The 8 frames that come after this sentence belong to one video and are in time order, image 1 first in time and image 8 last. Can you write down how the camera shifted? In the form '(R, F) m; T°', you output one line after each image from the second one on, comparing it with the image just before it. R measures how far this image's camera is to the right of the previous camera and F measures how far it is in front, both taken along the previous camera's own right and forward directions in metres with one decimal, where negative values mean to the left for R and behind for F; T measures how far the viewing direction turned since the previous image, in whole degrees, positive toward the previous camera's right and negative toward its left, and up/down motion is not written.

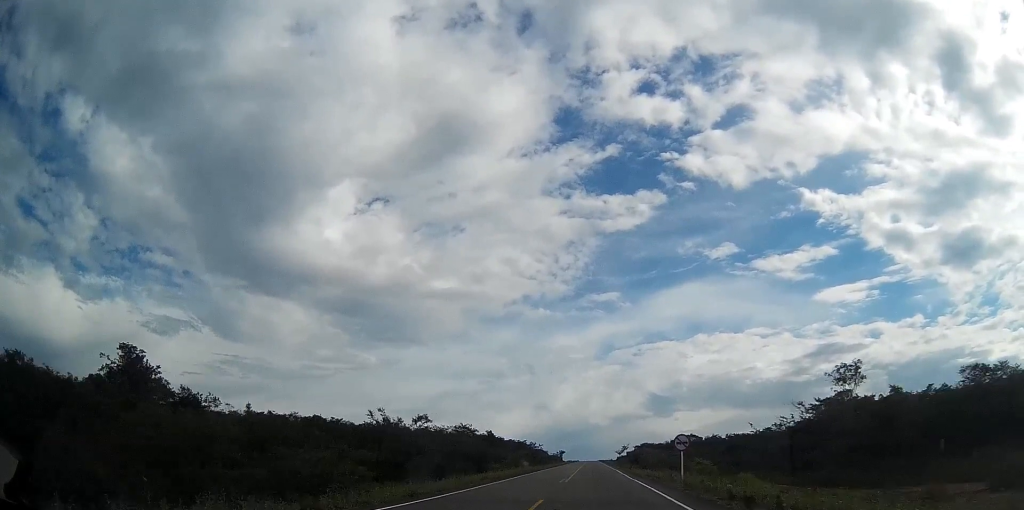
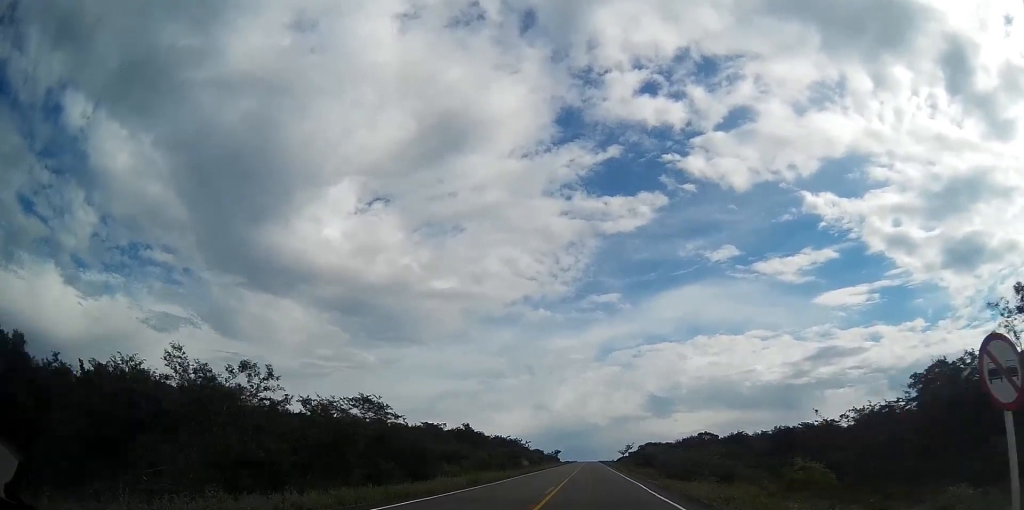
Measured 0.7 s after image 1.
(-0.1, +23.9) m; 0°
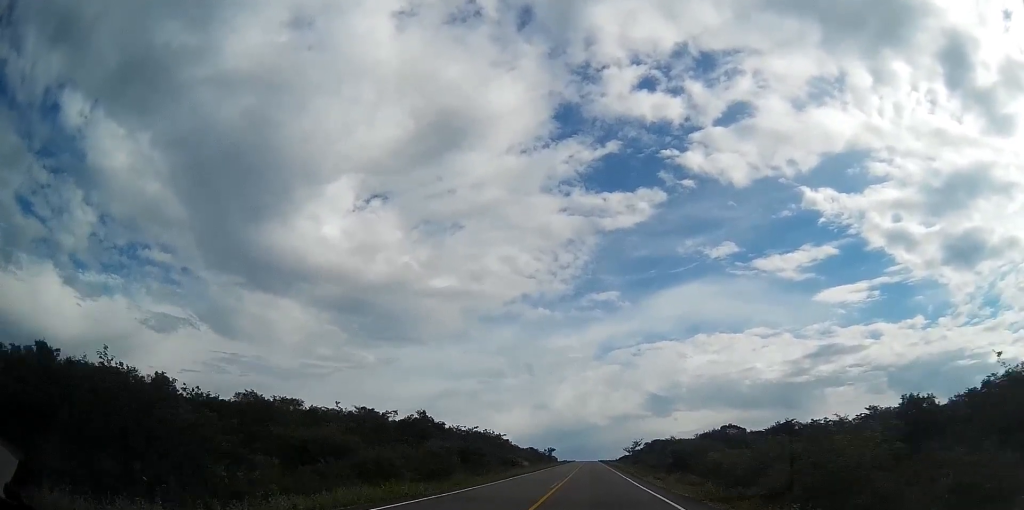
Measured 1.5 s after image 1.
(+0.2, +27.9) m; 0°
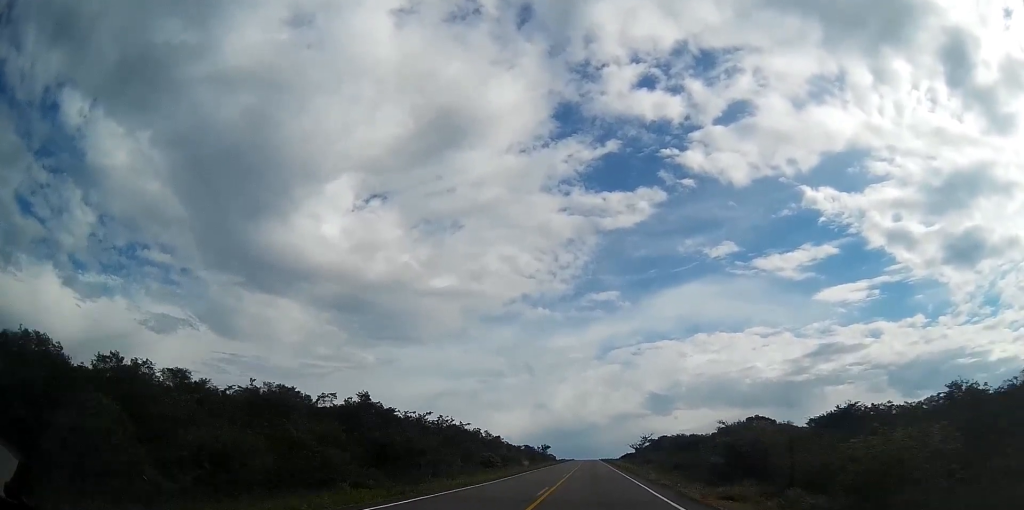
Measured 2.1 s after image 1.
(-0.1, +20.8) m; 0°
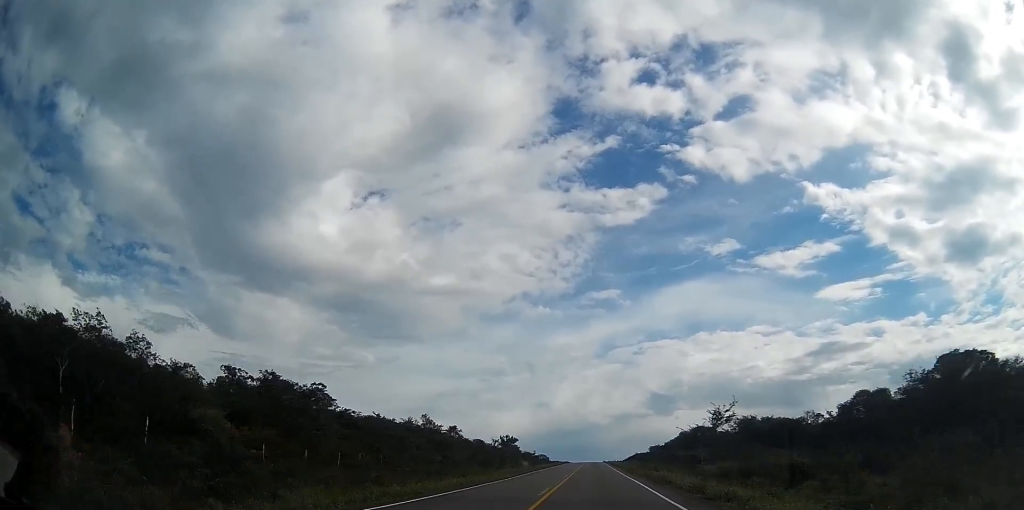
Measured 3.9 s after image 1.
(+0.1, +63.3) m; 0°
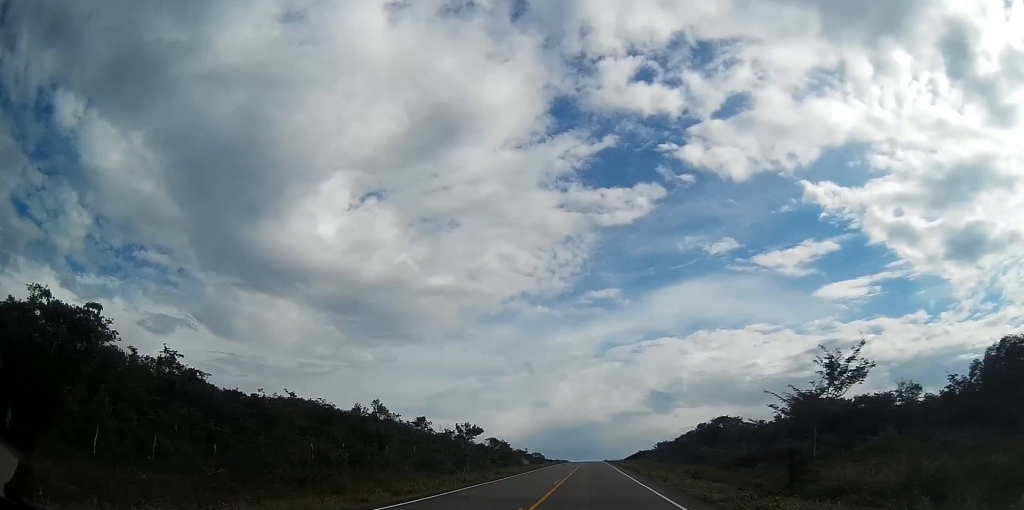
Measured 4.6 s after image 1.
(+0.3, +24.6) m; 0°
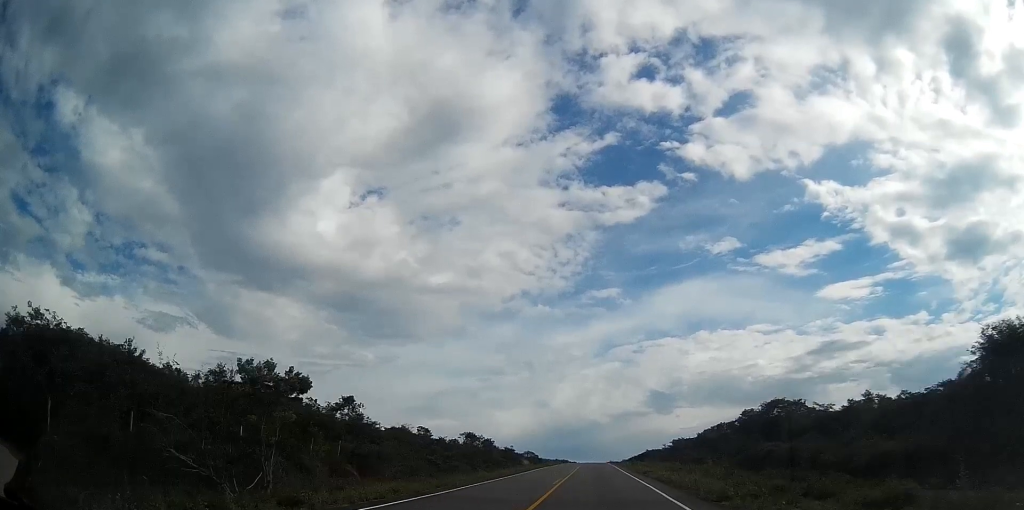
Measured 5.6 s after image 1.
(-0.6, +31.1) m; -1°
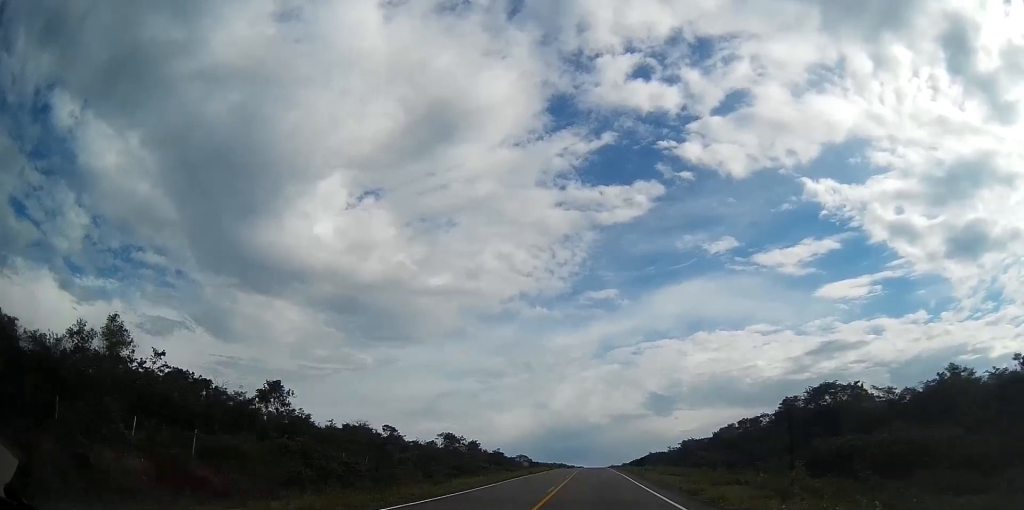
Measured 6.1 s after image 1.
(+0.1, +18.8) m; +1°
